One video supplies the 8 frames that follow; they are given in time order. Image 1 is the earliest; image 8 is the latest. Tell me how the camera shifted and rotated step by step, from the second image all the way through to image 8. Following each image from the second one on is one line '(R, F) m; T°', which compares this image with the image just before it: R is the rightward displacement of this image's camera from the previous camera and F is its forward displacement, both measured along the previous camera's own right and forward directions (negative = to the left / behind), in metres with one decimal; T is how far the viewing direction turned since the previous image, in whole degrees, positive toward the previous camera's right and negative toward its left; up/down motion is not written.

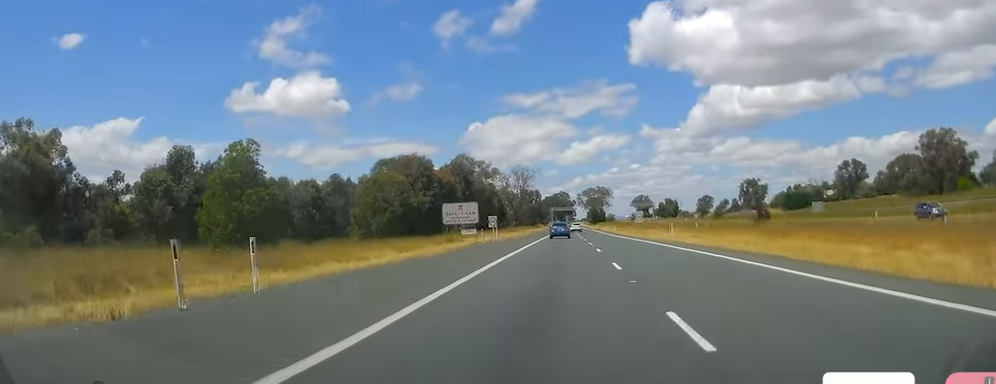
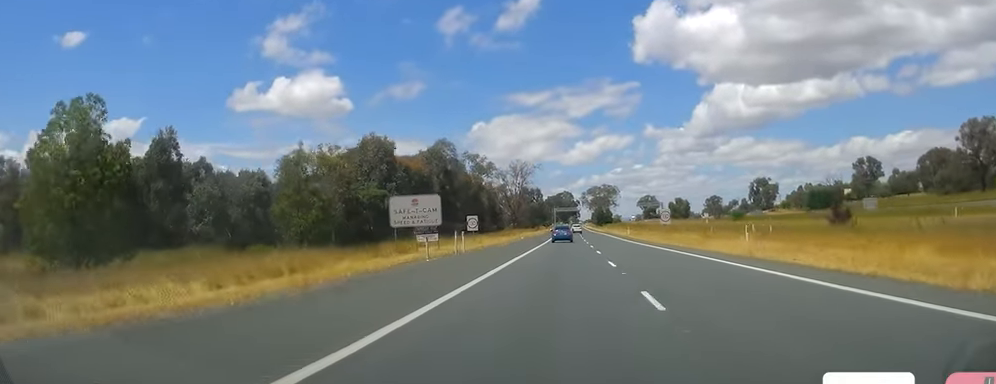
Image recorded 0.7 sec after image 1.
(+0.1, +19.9) m; -1°
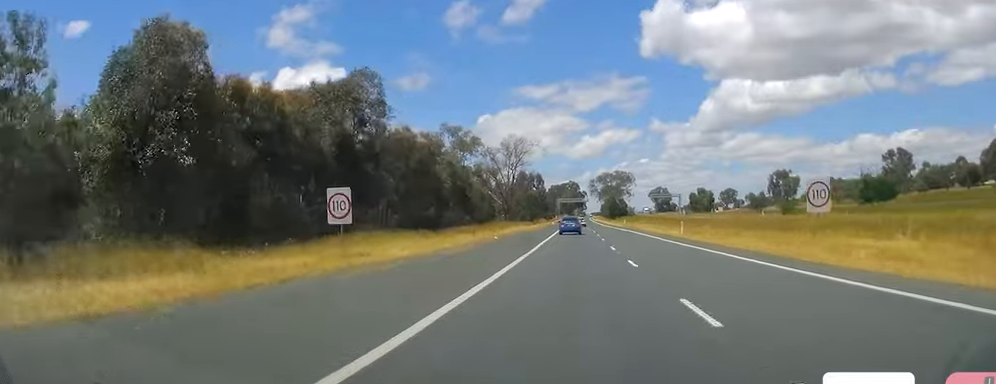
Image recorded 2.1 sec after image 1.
(-0.2, +37.8) m; 0°
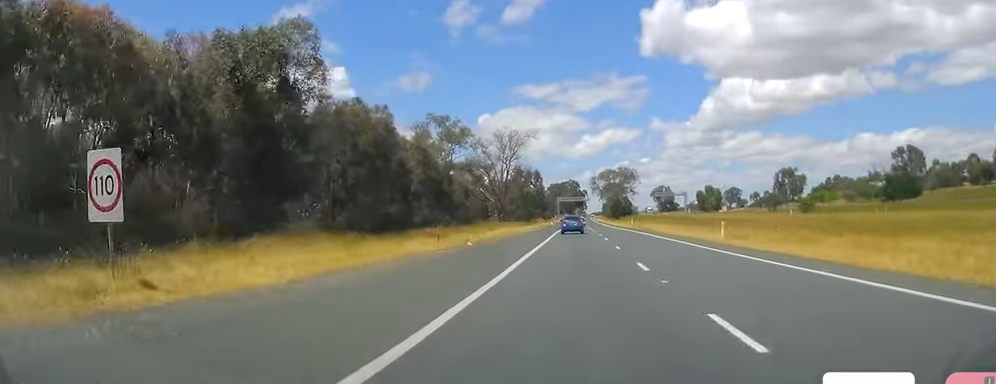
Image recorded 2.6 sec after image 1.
(+0.3, +13.5) m; 0°
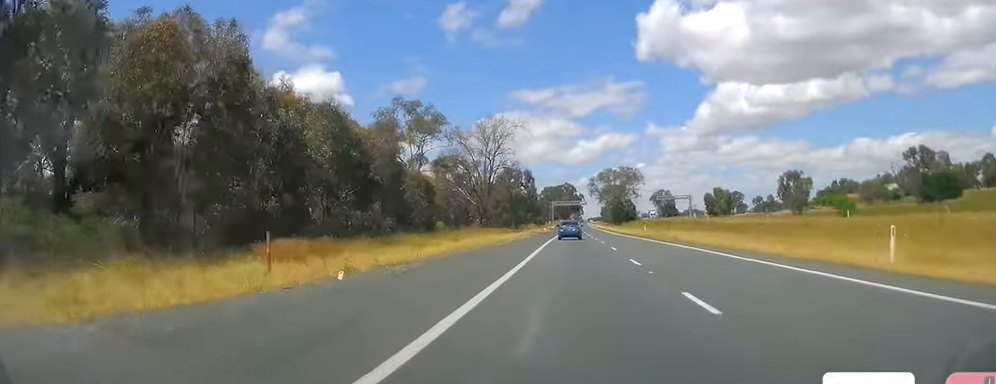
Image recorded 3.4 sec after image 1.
(-0.6, +20.7) m; -1°
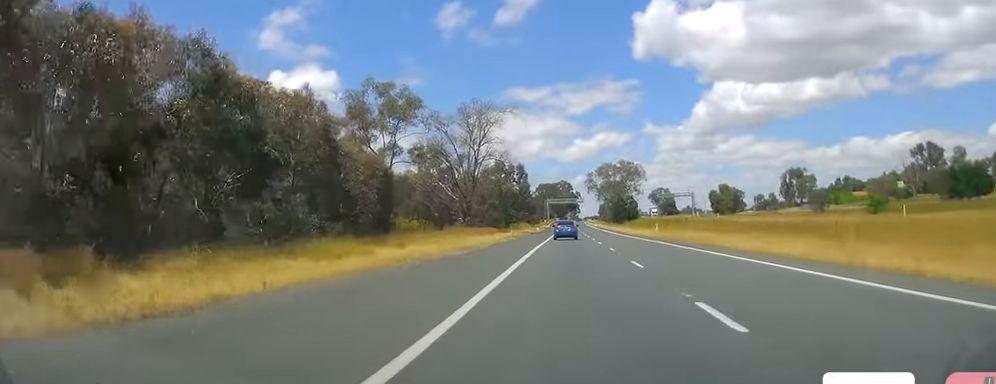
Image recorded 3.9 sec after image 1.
(-0.1, +13.5) m; 0°
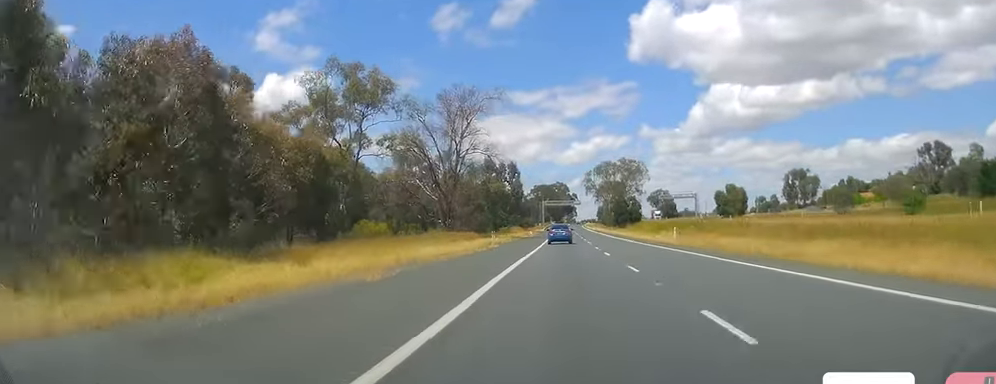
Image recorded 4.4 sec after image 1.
(-0.1, +12.6) m; 0°
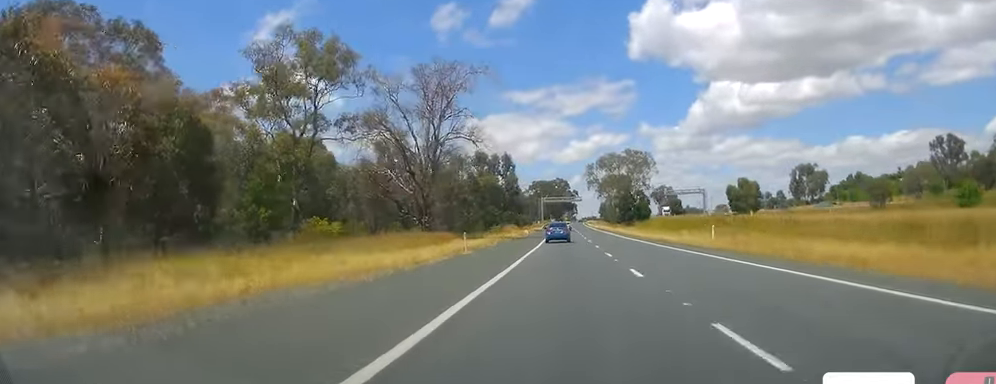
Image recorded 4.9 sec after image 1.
(+0.1, +13.5) m; 0°
